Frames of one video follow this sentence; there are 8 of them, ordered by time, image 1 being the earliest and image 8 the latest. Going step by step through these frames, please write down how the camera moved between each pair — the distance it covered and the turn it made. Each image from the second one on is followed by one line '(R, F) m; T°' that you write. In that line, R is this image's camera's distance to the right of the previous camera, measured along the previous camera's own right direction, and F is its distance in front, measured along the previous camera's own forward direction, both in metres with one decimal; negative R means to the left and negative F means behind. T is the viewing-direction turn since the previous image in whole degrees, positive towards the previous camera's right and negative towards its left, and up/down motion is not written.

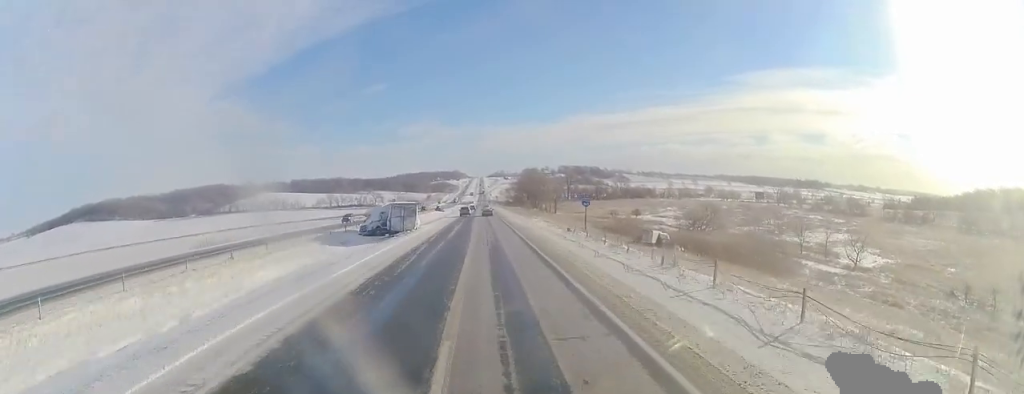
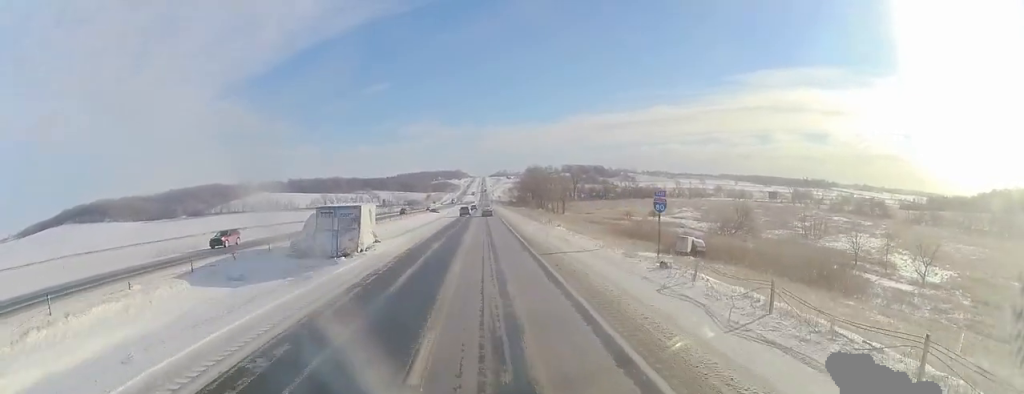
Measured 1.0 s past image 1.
(0.0, +23.6) m; 0°
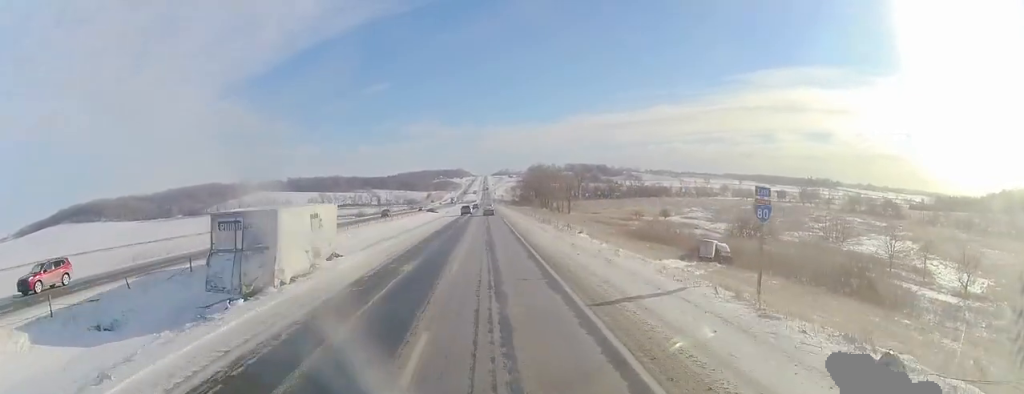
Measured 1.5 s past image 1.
(0.0, +12.3) m; 0°
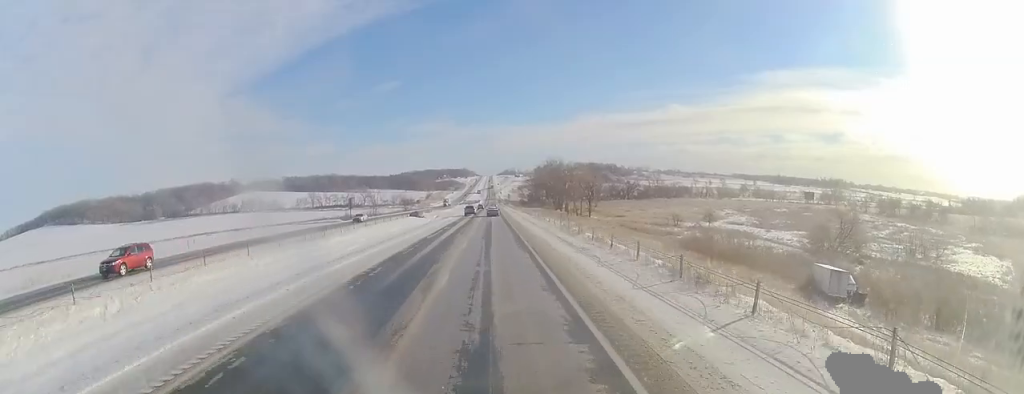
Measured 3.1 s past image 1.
(0.0, +40.6) m; 0°
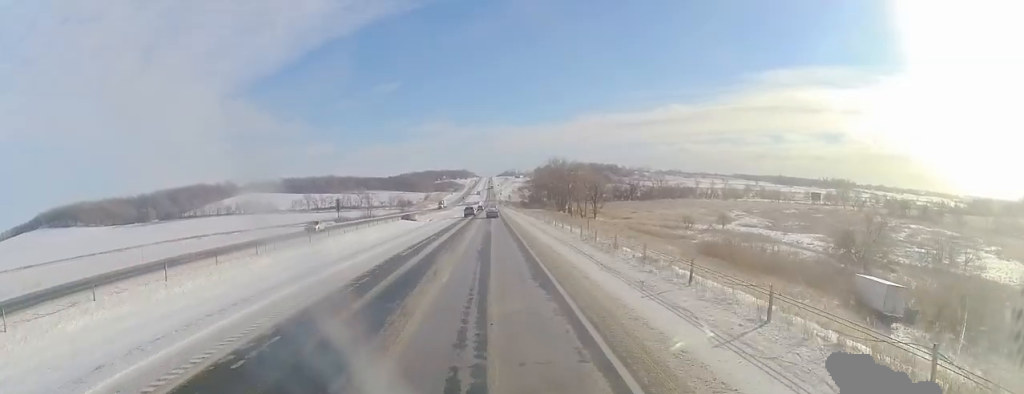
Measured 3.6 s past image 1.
(0.0, +10.4) m; 0°
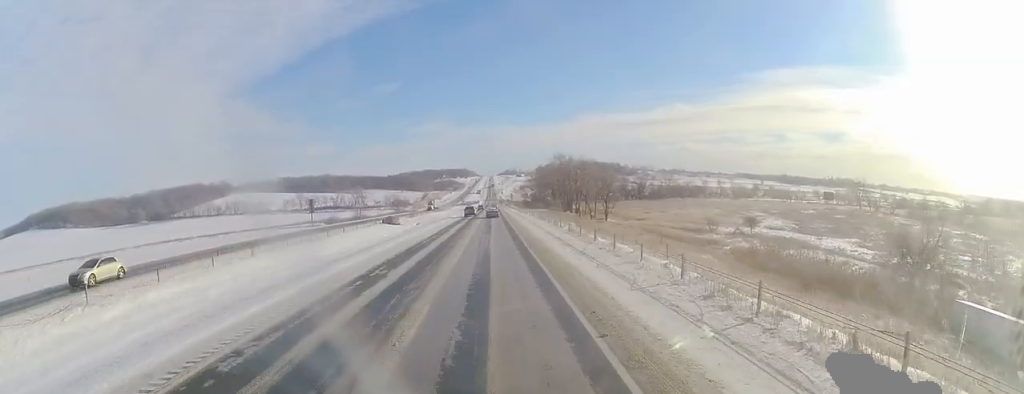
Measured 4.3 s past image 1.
(0.0, +18.4) m; 0°
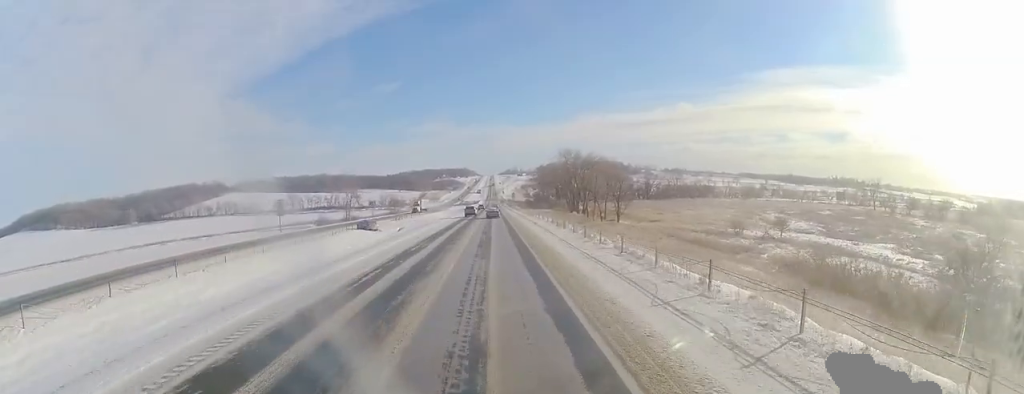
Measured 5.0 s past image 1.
(0.0, +16.2) m; -1°
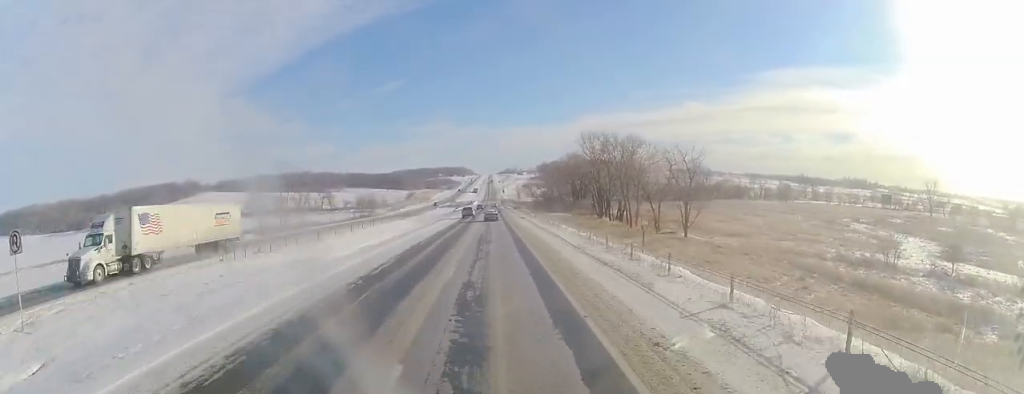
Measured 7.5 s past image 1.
(-0.2, +59.1) m; +1°
